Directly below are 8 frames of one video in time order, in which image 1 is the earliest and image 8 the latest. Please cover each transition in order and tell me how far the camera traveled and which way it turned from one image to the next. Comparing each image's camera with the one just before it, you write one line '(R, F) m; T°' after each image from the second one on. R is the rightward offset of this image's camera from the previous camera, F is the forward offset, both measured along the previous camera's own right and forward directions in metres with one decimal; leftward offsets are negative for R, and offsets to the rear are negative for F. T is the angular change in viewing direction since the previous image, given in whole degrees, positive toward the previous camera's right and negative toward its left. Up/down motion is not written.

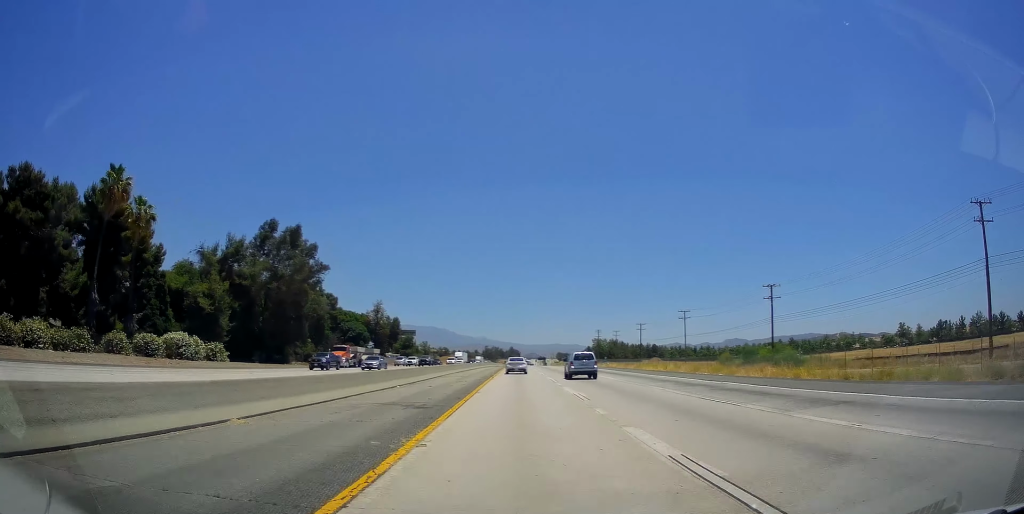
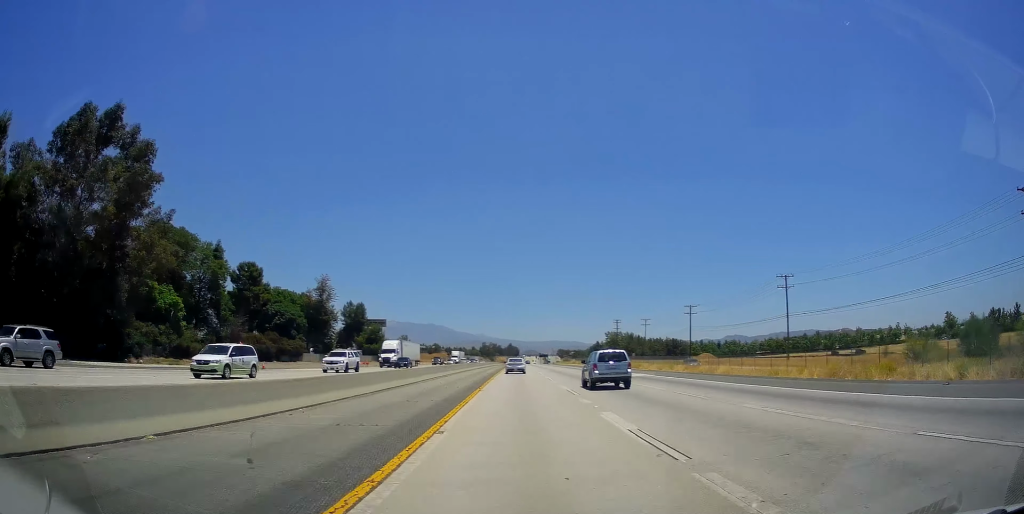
(+0.5, +53.7) m; 0°
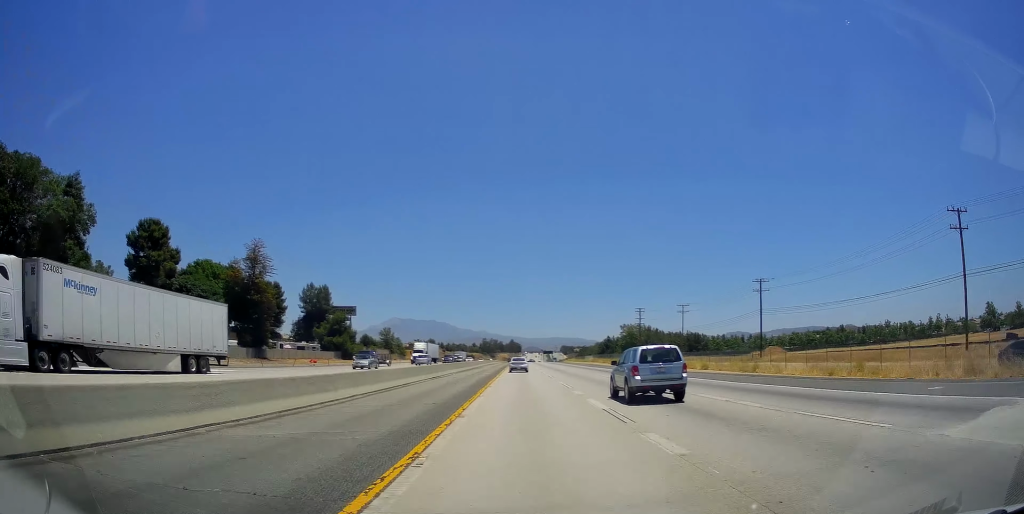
(-0.5, +38.9) m; -1°
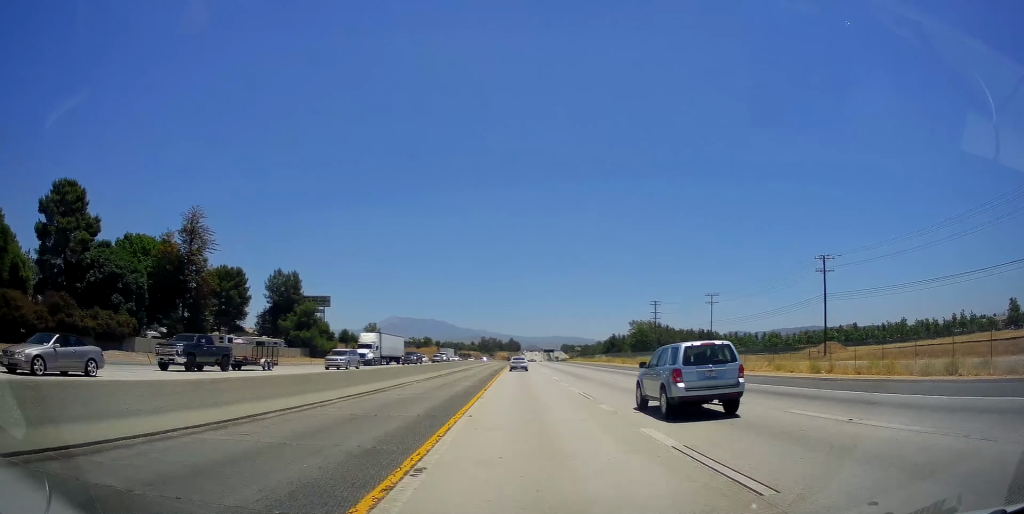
(0.0, +22.9) m; 0°
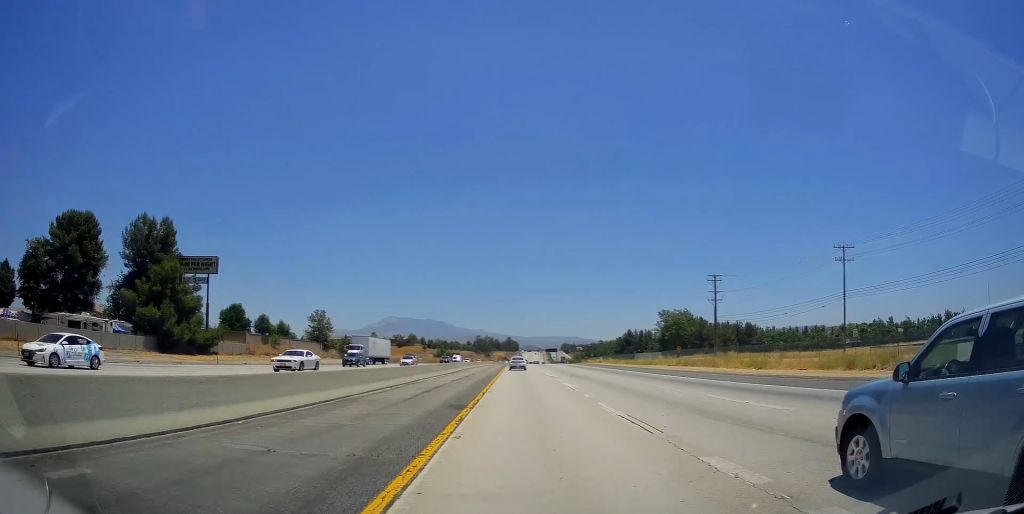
(+0.5, +53.3) m; +1°
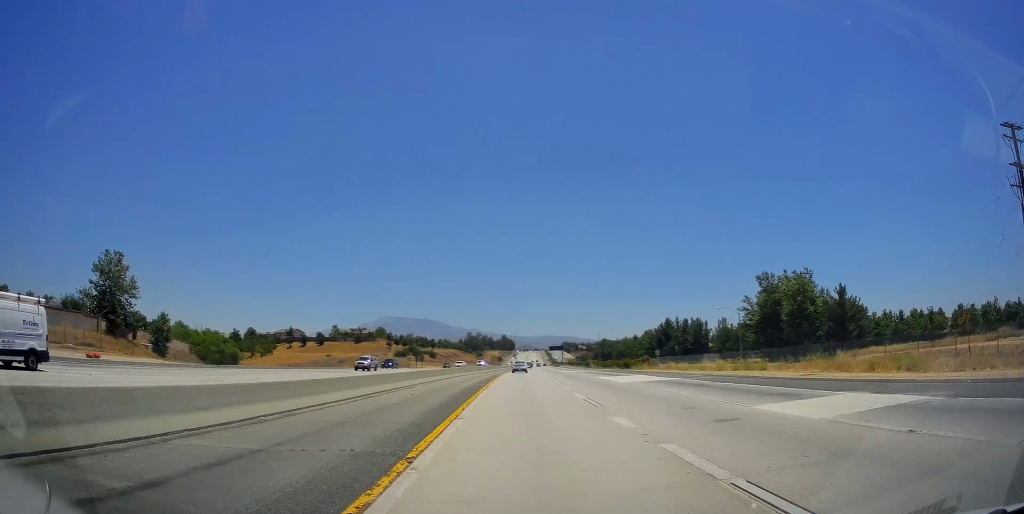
(-0.5, +79.2) m; 0°
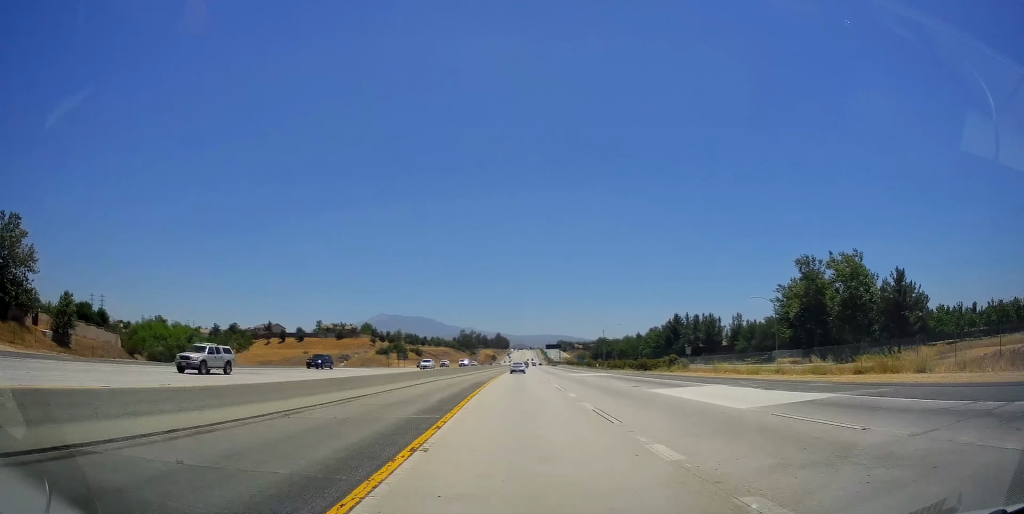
(+0.1, +19.7) m; 0°
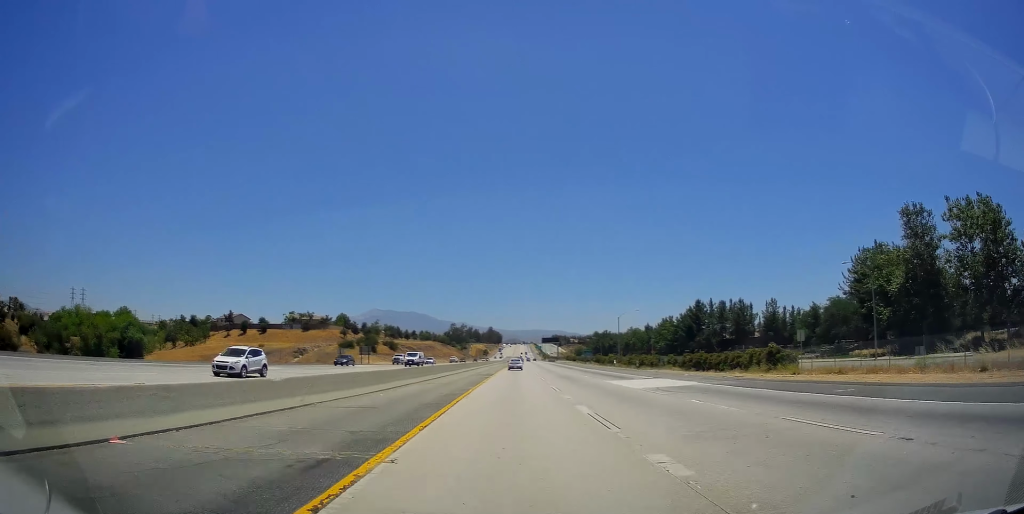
(+0.3, +31.5) m; 0°
